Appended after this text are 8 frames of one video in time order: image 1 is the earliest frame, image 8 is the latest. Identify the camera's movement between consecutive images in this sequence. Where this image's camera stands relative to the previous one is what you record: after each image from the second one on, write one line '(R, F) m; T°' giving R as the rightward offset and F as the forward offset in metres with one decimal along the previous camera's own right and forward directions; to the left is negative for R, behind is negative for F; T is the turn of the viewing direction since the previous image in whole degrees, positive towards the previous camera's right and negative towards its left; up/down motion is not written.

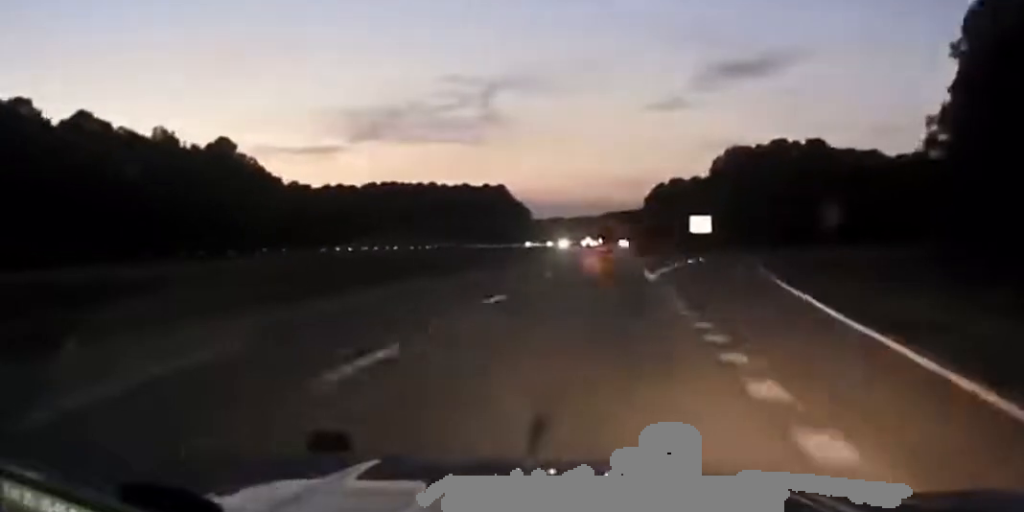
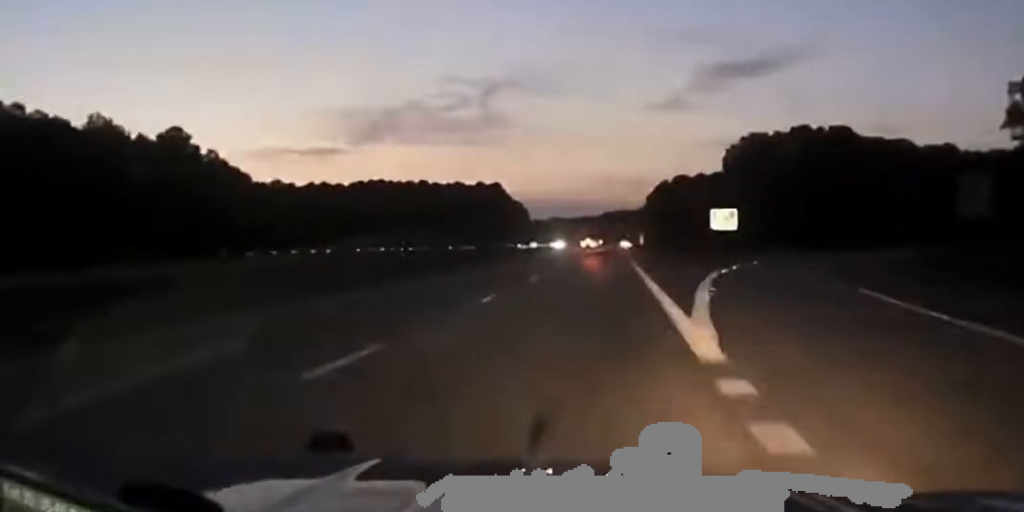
(-0.4, +25.2) m; -1°
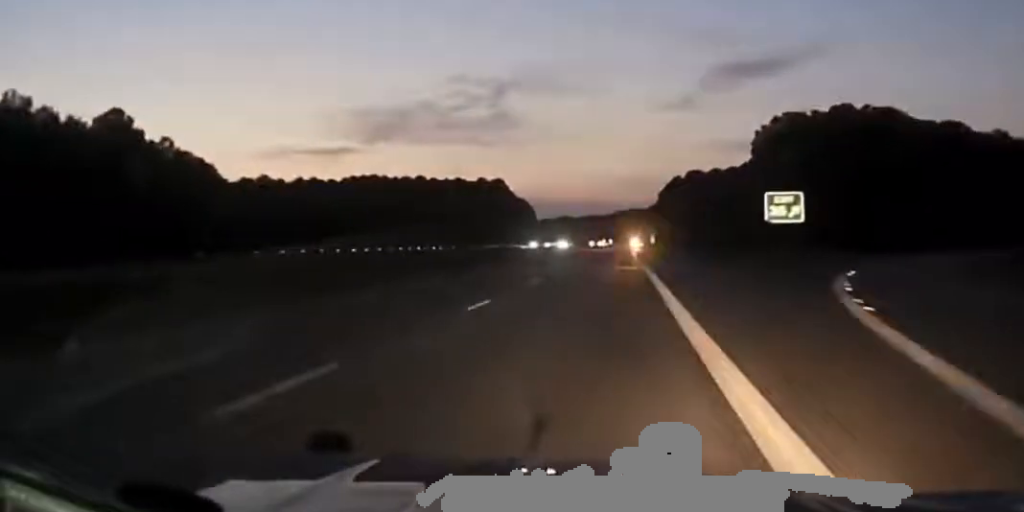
(-0.2, +27.6) m; 0°
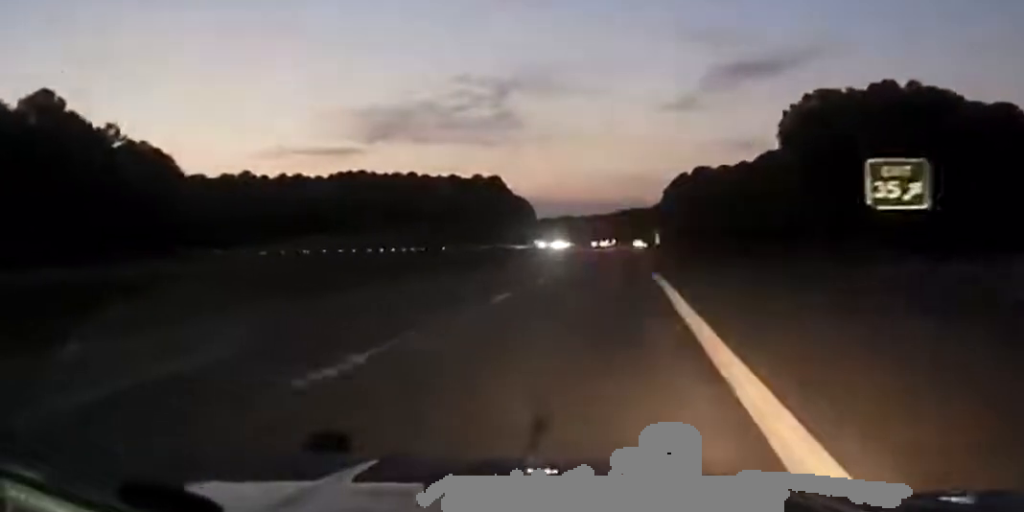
(+0.2, +22.4) m; +1°
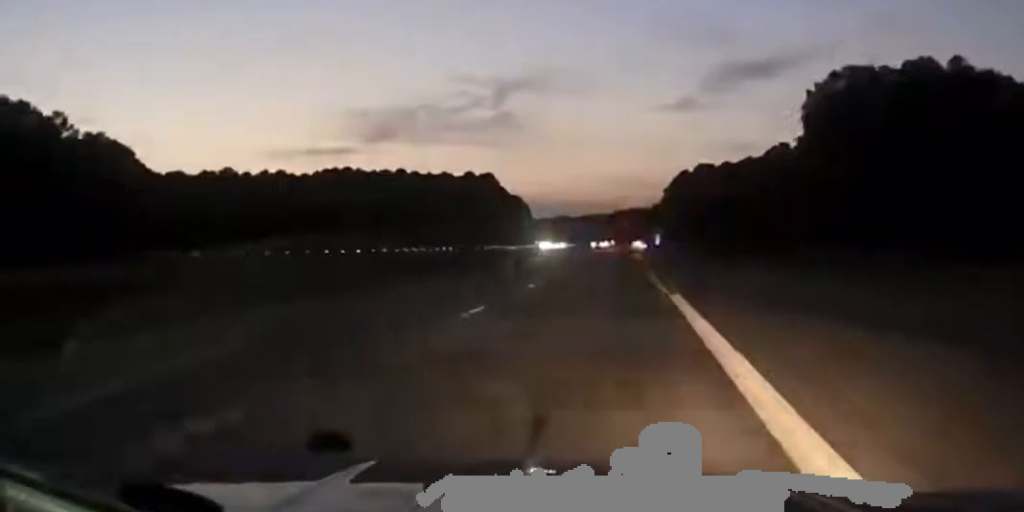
(+0.1, +16.3) m; 0°
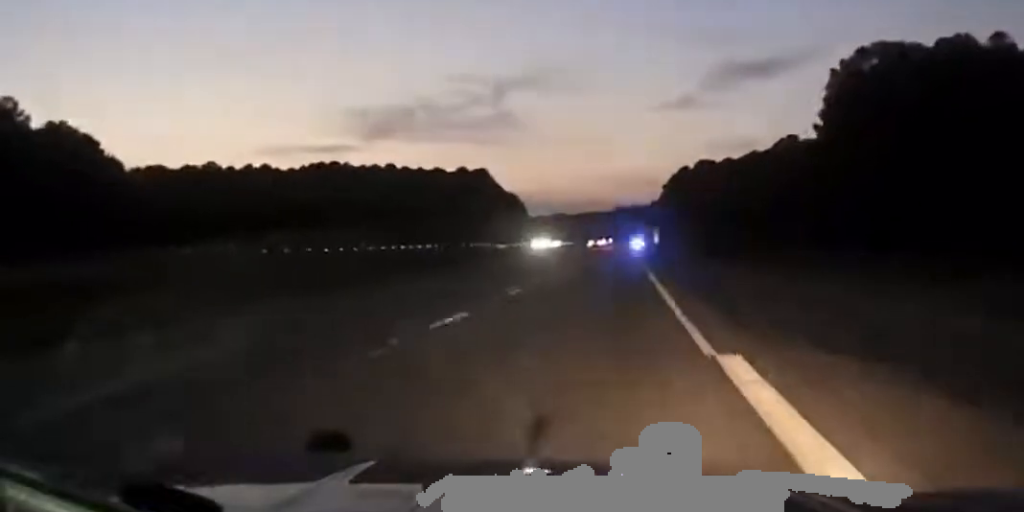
(0.0, +12.4) m; 0°
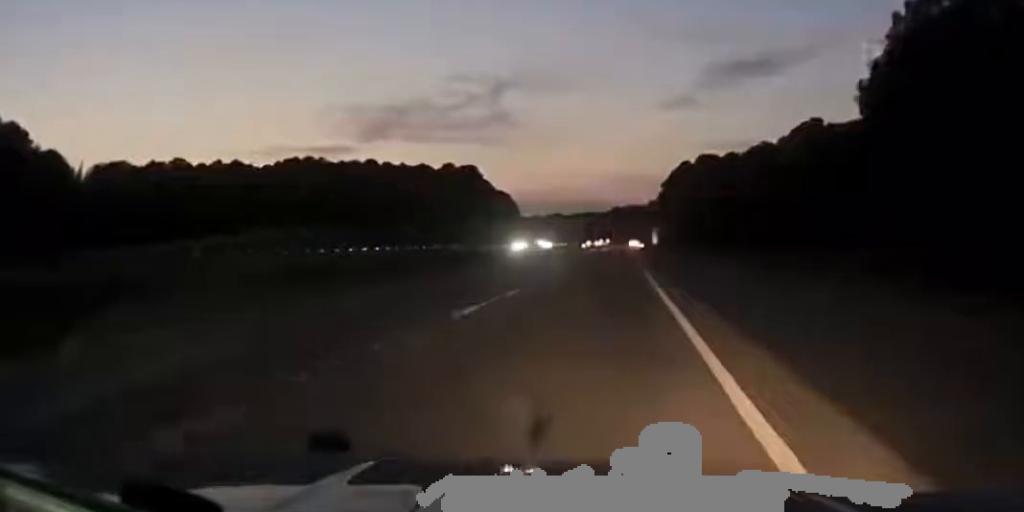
(-0.1, +21.2) m; 0°
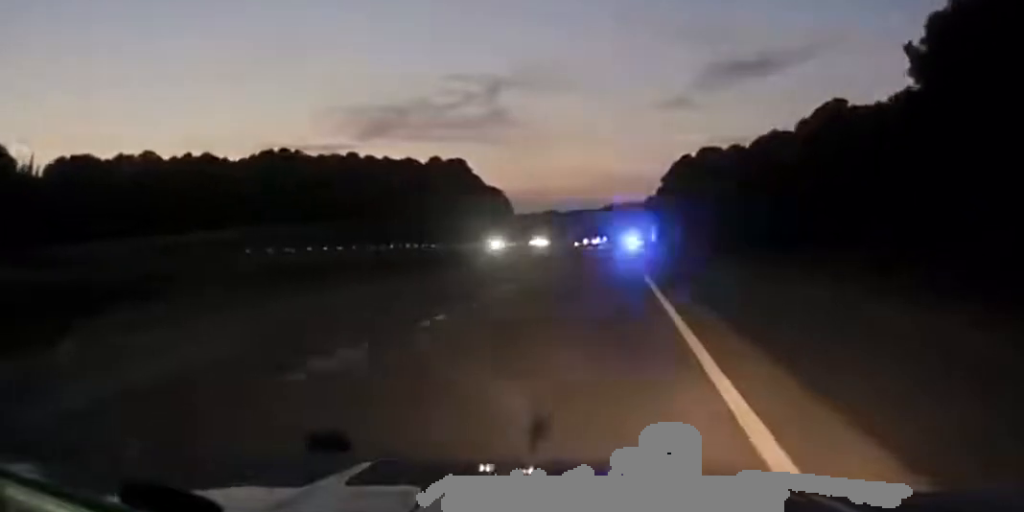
(0.0, +18.1) m; 0°
